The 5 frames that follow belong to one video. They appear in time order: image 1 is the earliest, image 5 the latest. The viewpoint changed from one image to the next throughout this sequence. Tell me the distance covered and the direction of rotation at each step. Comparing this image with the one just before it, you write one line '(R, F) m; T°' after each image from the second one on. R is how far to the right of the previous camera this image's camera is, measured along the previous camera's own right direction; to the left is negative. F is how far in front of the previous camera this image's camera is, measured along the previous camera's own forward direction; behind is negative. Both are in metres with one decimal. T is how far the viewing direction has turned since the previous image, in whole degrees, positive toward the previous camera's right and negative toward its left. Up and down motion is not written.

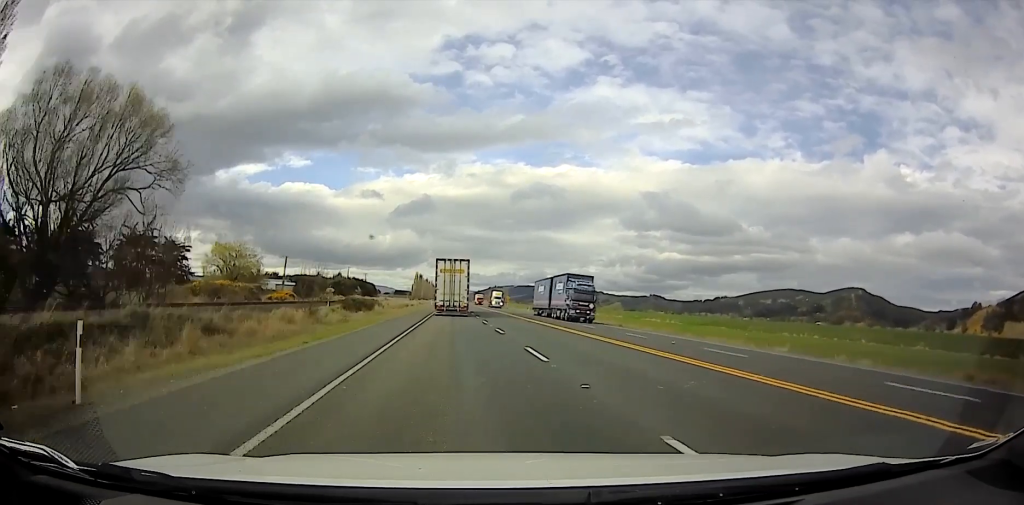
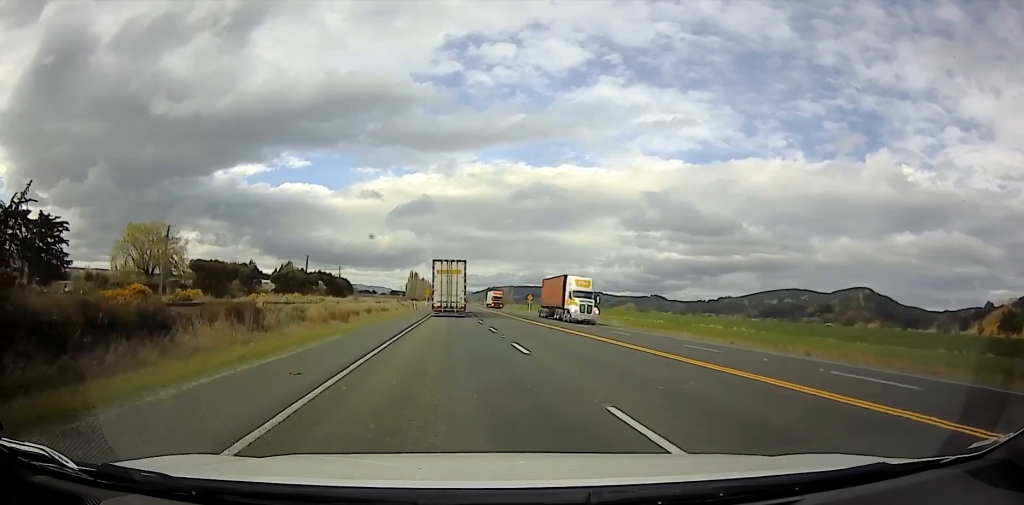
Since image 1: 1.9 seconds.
(-0.6, +72.4) m; 0°
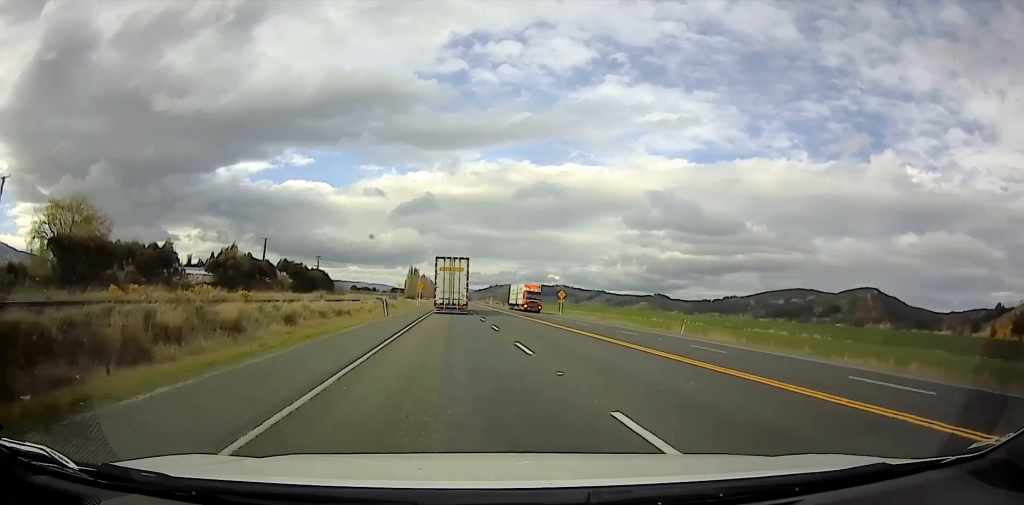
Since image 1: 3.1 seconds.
(+0.3, +40.4) m; +1°
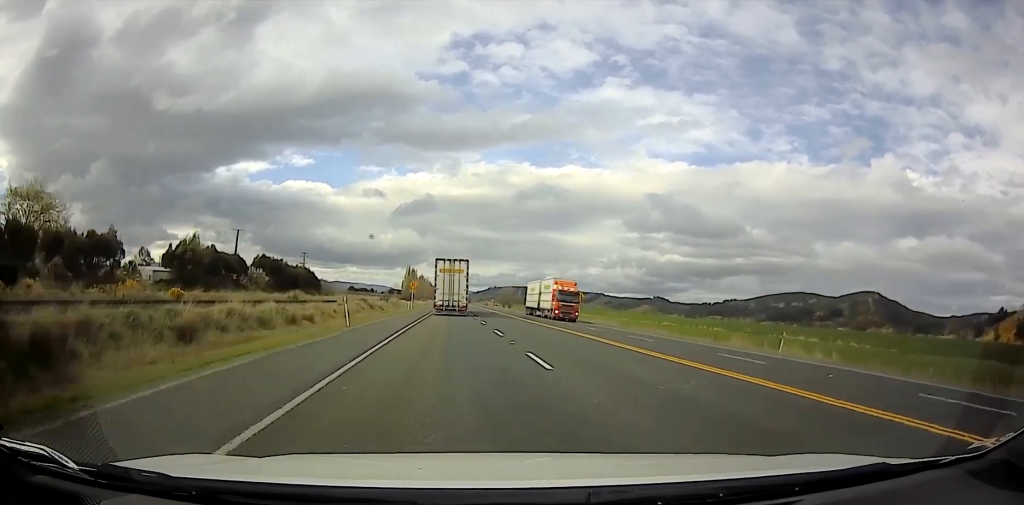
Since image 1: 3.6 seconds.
(0.0, +14.9) m; 0°
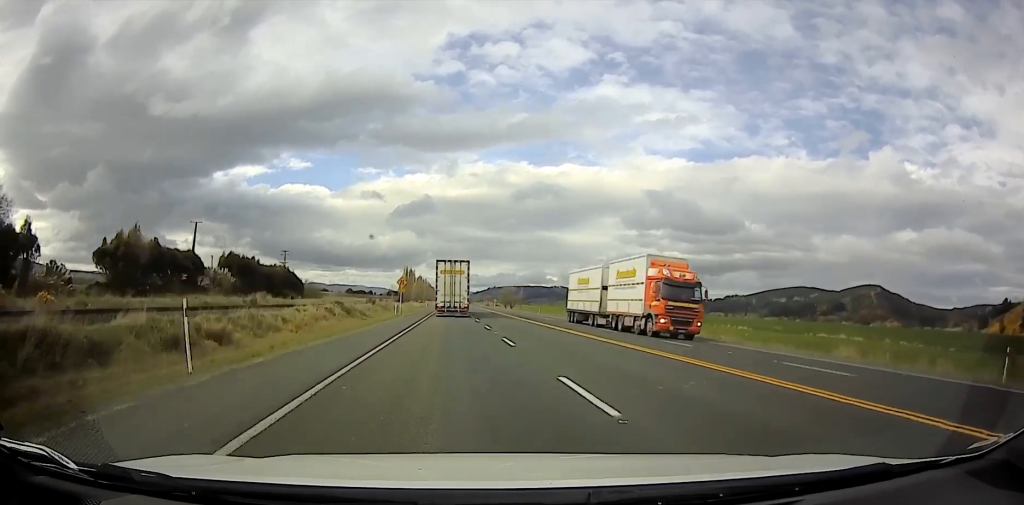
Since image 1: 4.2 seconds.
(0.0, +15.1) m; 0°
